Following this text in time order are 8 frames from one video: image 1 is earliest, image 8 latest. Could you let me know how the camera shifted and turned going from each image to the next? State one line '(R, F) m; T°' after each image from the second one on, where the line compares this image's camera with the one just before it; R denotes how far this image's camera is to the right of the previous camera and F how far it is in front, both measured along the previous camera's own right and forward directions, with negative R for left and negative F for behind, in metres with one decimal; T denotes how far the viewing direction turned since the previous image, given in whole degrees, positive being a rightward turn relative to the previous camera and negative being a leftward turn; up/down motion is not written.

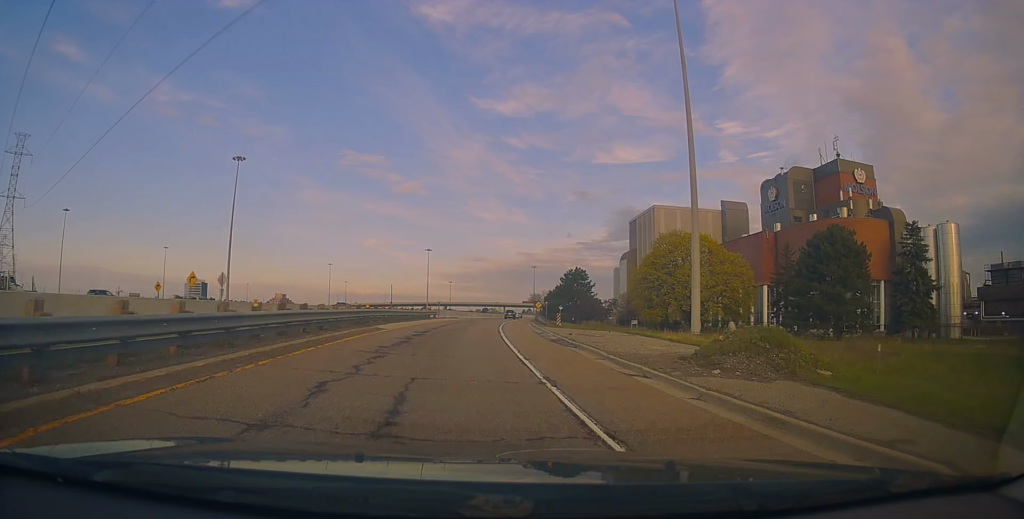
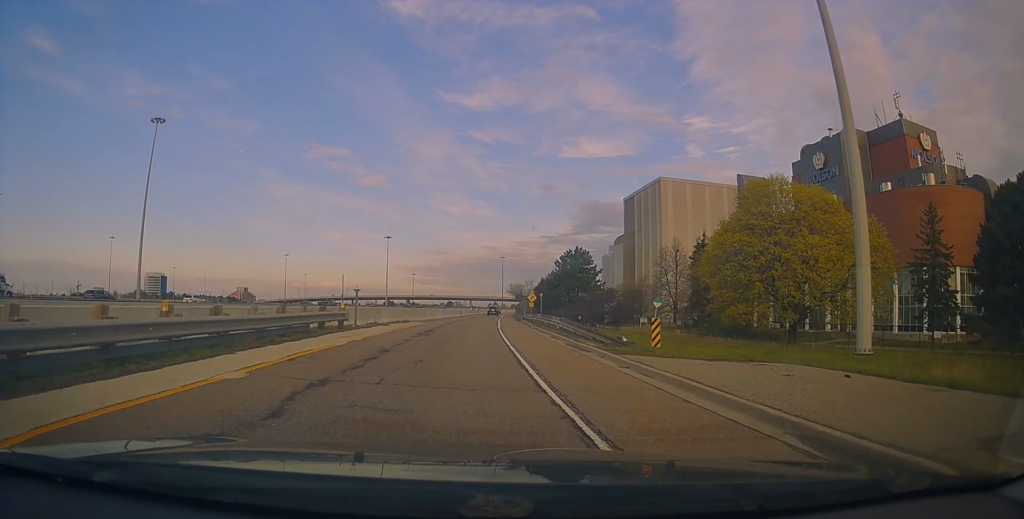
(+0.8, +28.9) m; +6°
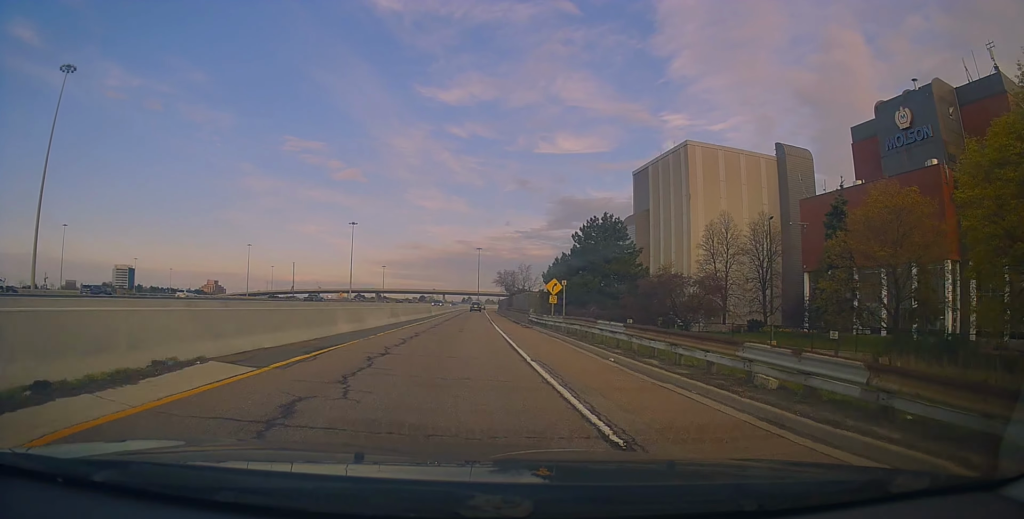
(+1.7, +27.6) m; +2°
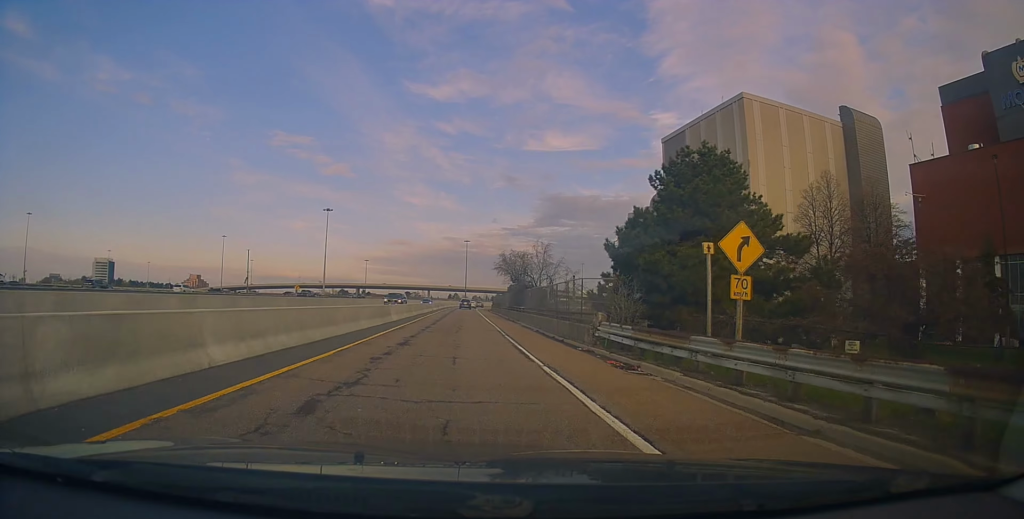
(-0.6, +24.8) m; 0°
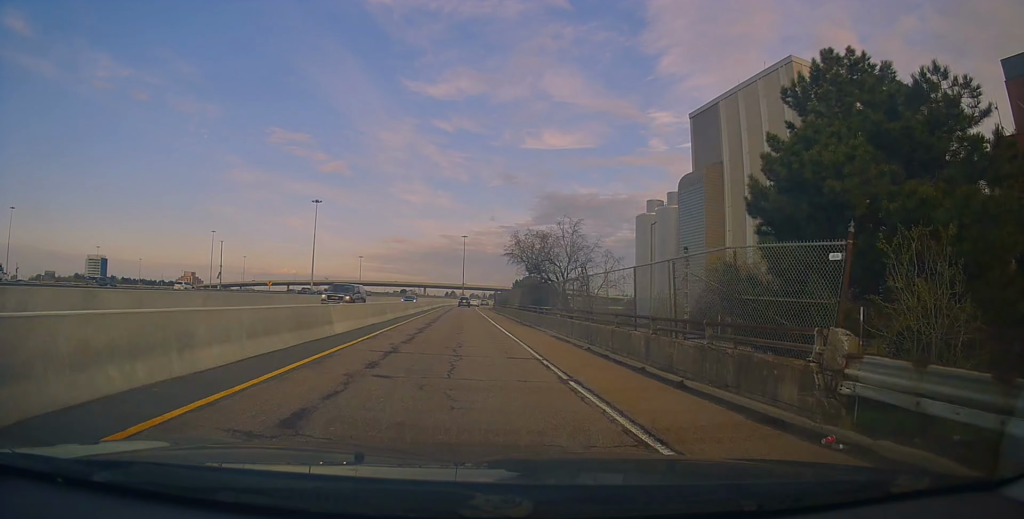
(+0.3, +13.6) m; +1°
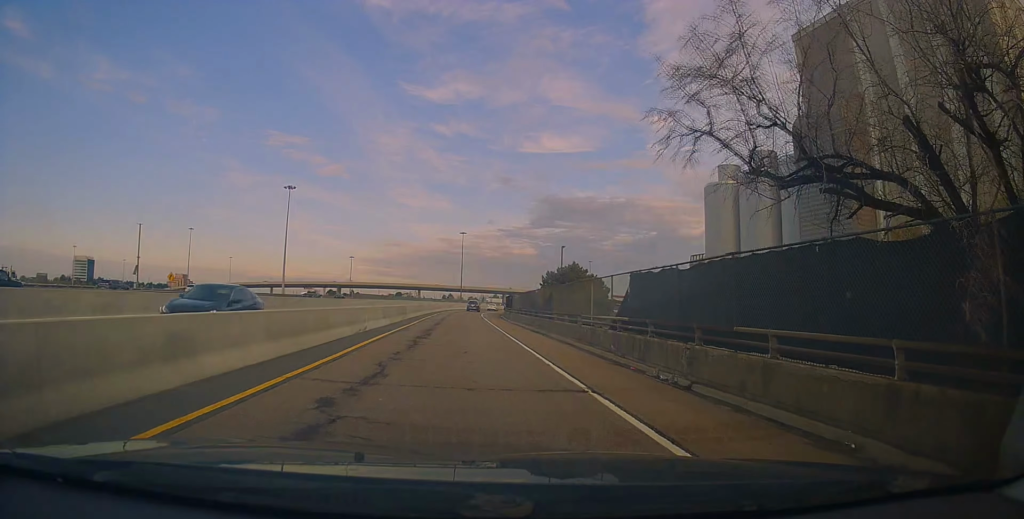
(+0.9, +31.0) m; +1°
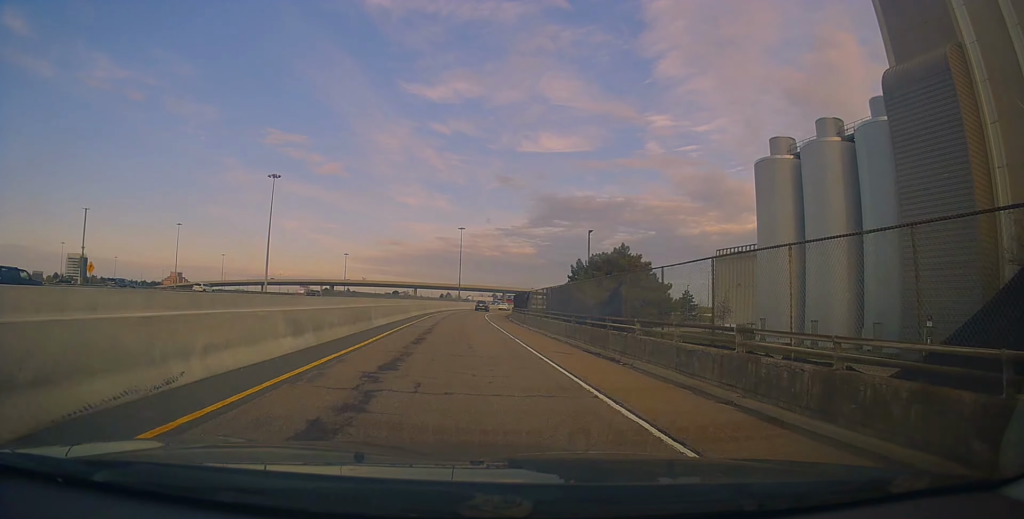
(-0.2, +14.0) m; 0°
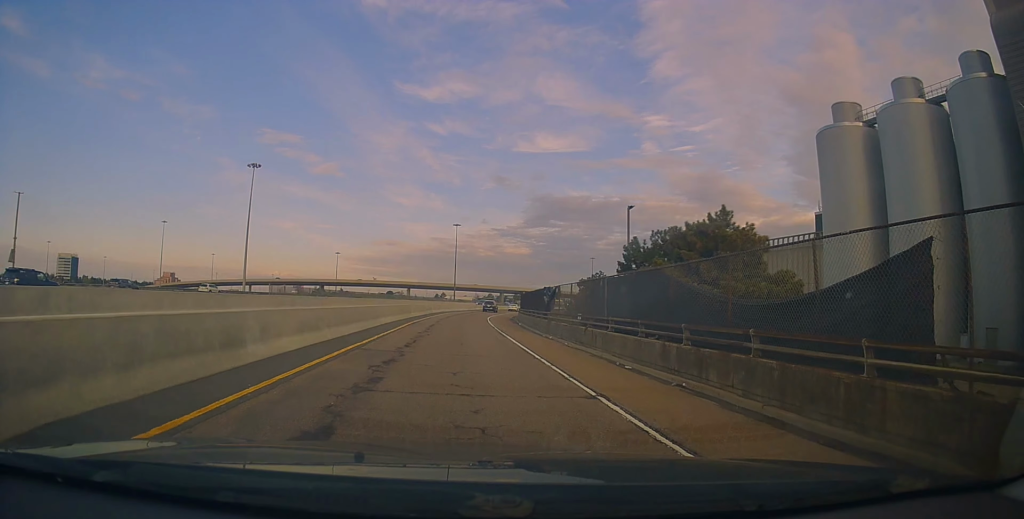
(-0.5, +12.7) m; +1°
